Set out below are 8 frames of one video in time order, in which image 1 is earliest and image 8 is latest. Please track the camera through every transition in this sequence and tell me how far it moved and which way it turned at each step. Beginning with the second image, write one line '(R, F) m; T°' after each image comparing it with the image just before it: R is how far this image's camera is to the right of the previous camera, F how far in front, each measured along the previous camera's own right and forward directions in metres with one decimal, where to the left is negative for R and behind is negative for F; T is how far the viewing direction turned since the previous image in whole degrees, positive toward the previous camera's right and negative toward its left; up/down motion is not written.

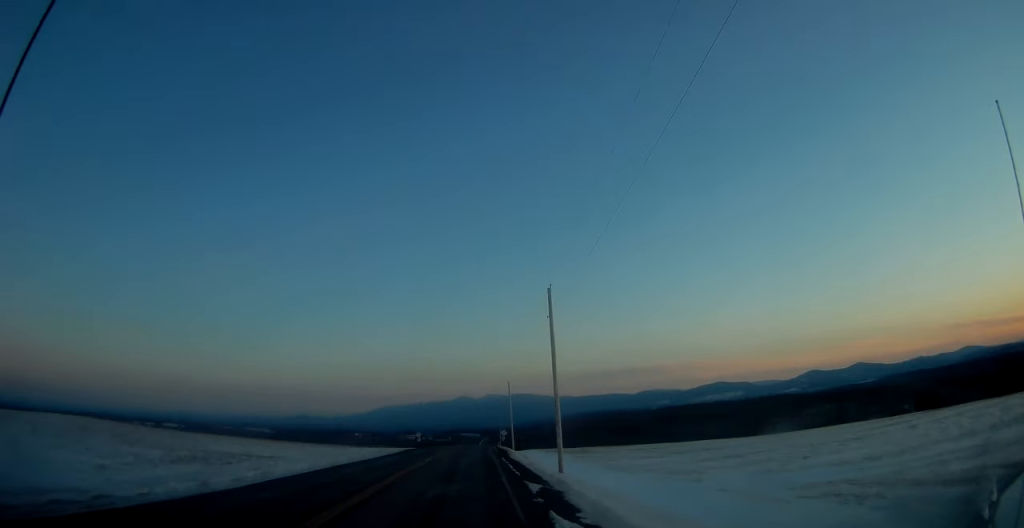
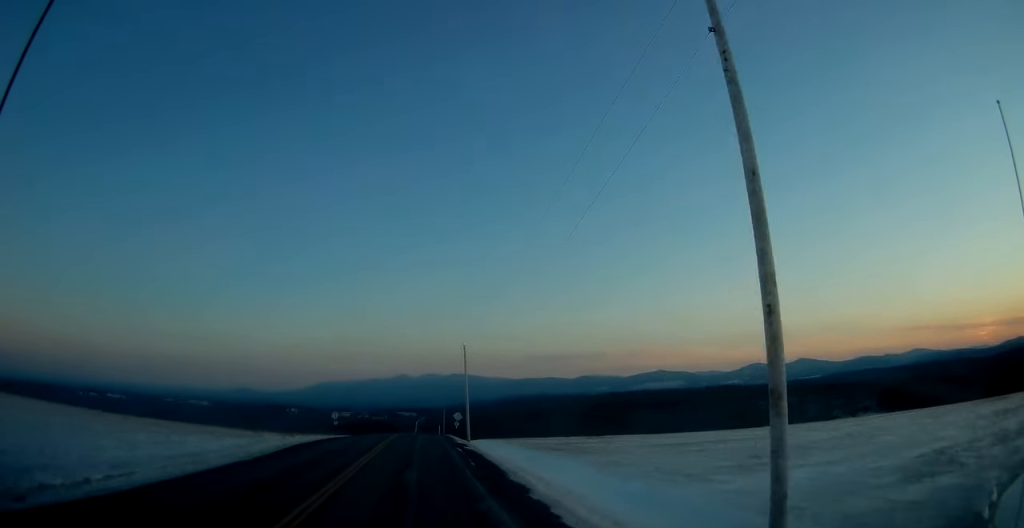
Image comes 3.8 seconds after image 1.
(+0.9, +30.1) m; +2°
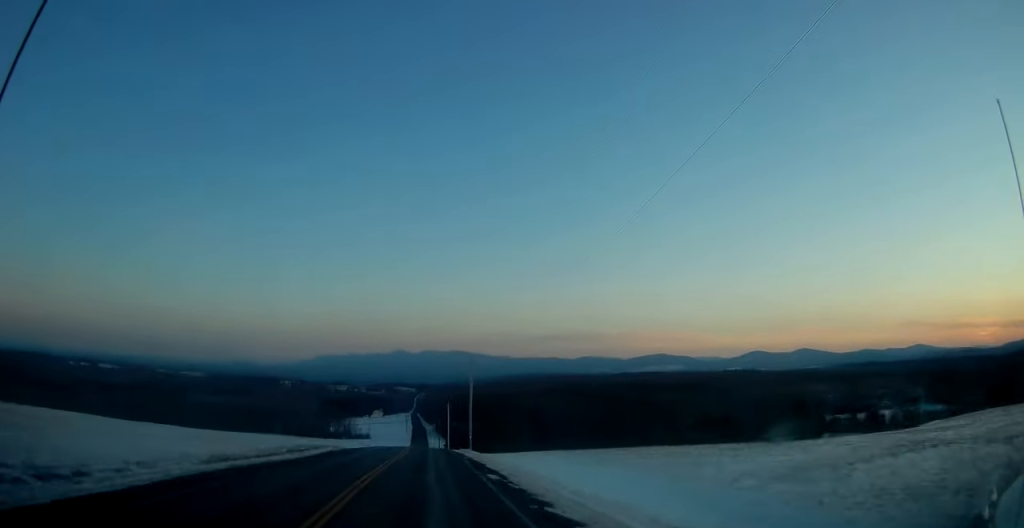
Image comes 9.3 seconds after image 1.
(-0.2, +72.9) m; 0°
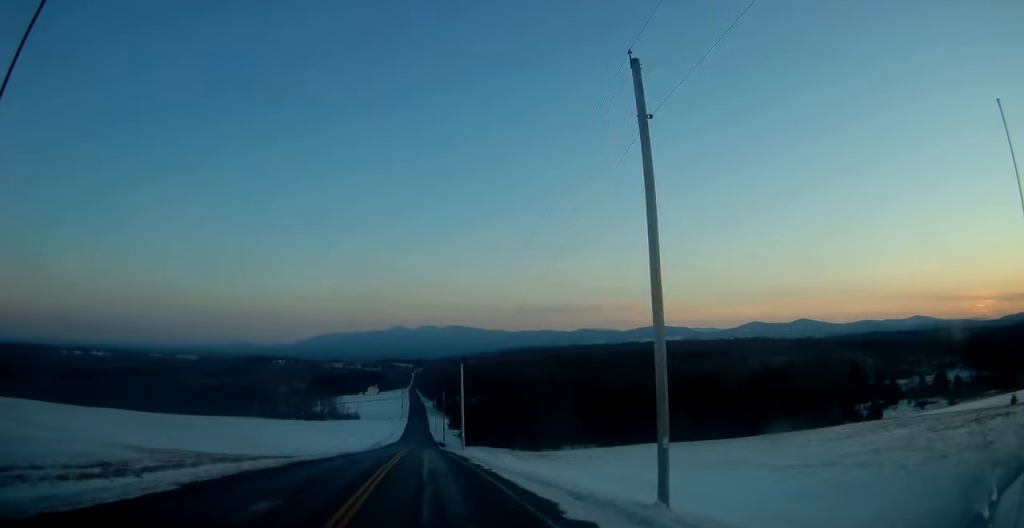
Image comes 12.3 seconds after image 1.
(+0.1, +52.5) m; 0°
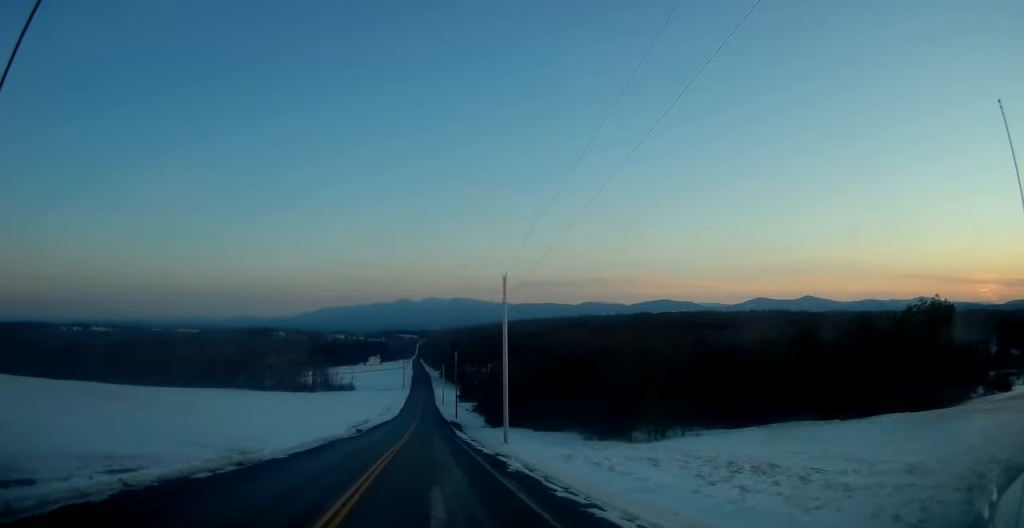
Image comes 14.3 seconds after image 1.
(0.0, +39.7) m; 0°
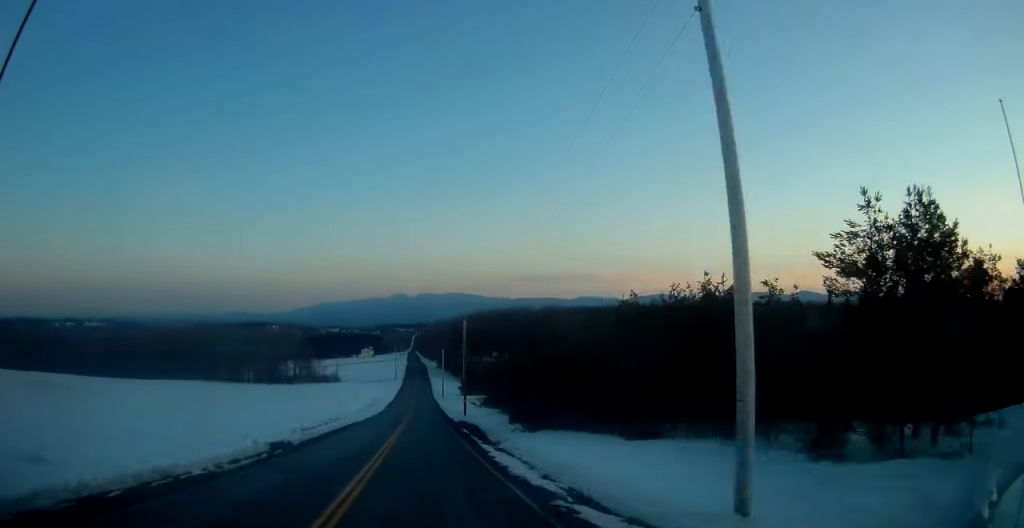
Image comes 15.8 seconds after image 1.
(0.0, +31.8) m; 0°
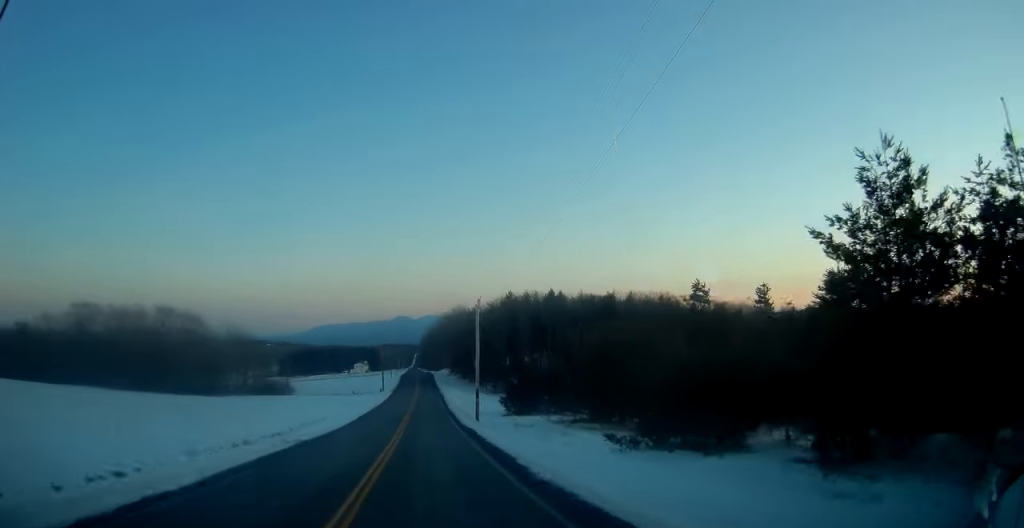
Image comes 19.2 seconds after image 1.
(0.0, +78.8) m; 0°
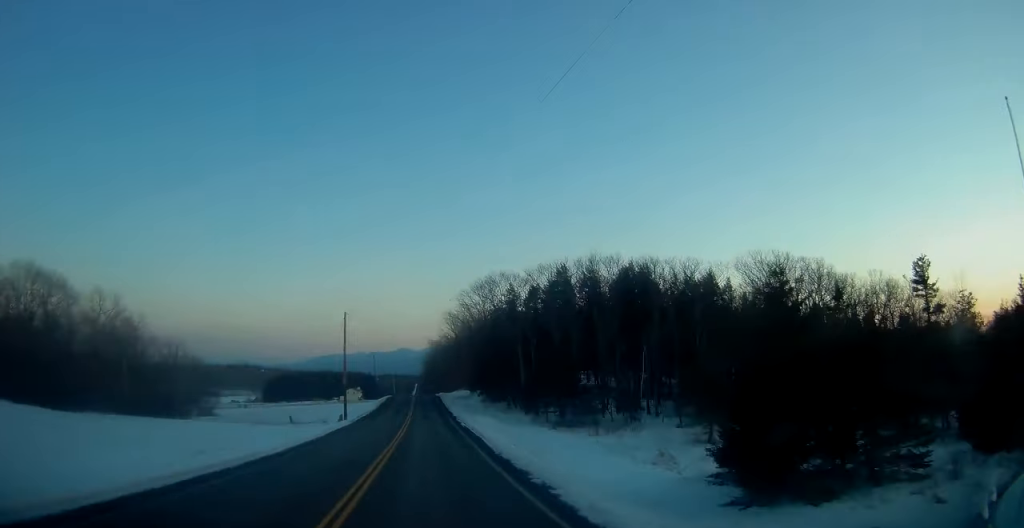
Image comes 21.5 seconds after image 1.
(-0.2, +57.5) m; 0°
